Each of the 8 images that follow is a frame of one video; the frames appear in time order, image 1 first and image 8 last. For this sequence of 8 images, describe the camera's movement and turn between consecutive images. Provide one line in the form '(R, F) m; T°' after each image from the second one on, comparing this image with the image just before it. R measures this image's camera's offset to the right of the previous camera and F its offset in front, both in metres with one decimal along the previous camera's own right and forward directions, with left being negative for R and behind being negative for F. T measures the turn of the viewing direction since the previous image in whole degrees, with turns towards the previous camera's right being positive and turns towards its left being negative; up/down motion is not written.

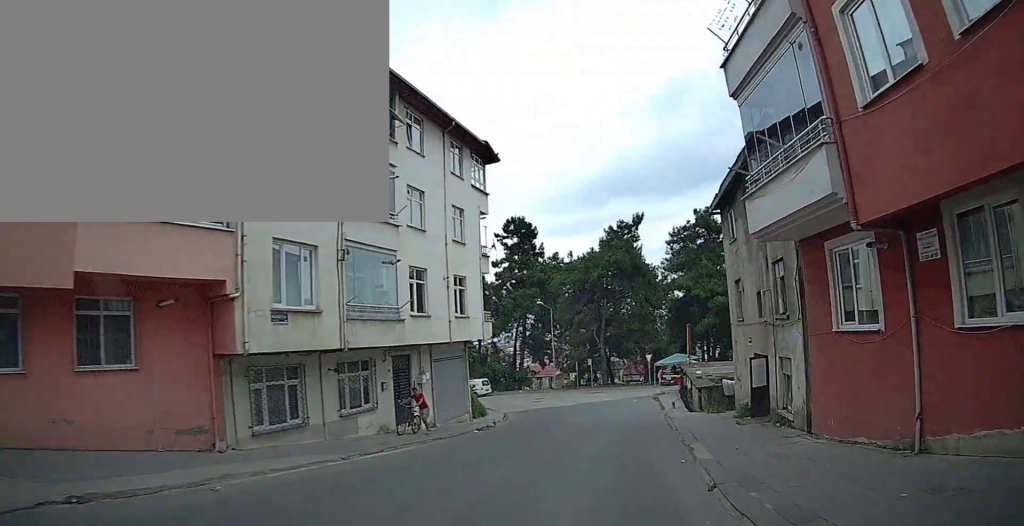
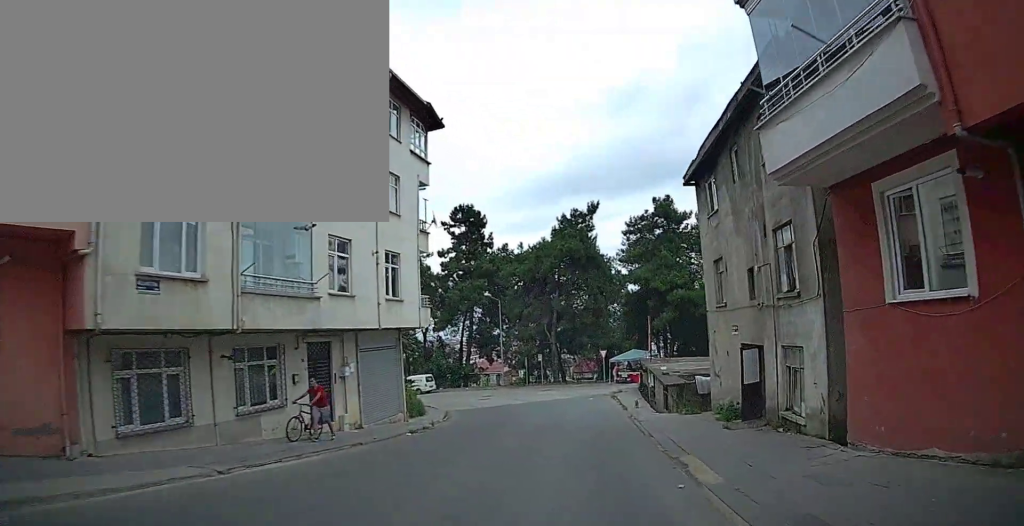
(+0.1, +3.1) m; +4°
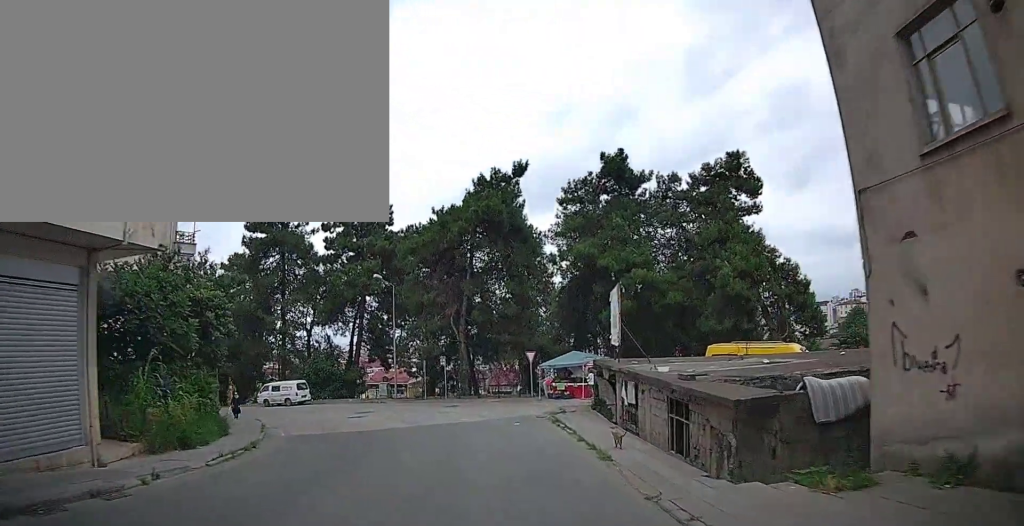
(+1.1, +13.5) m; +6°
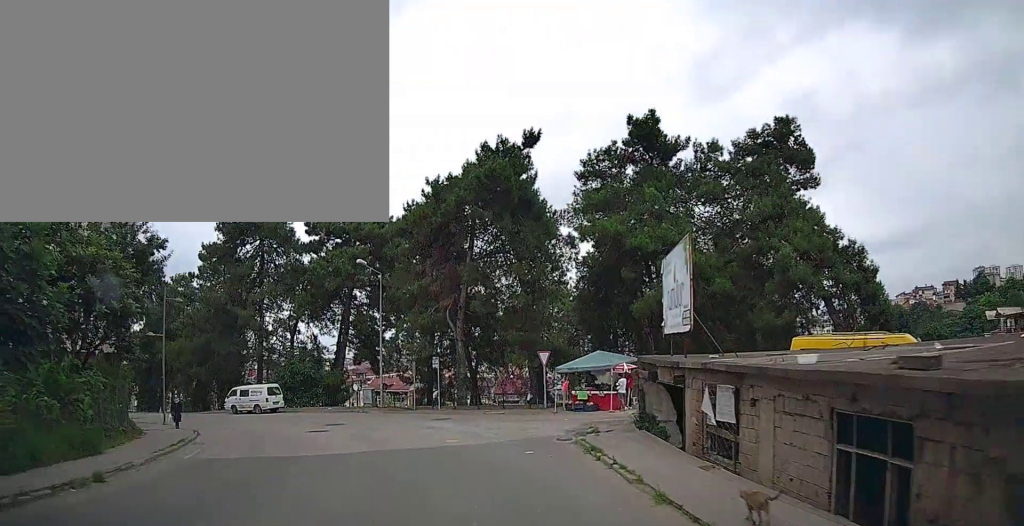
(0.0, +7.2) m; -2°
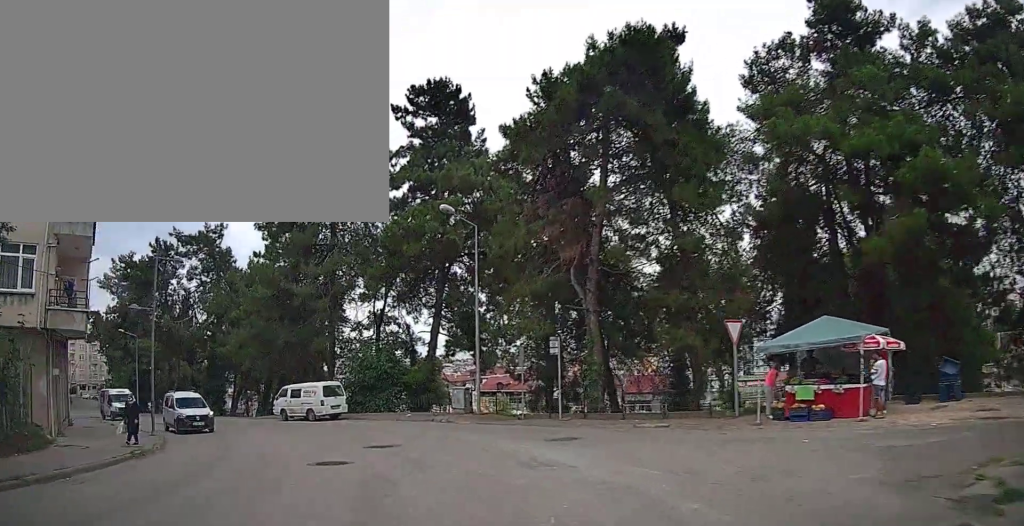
(-0.7, +11.8) m; -11°
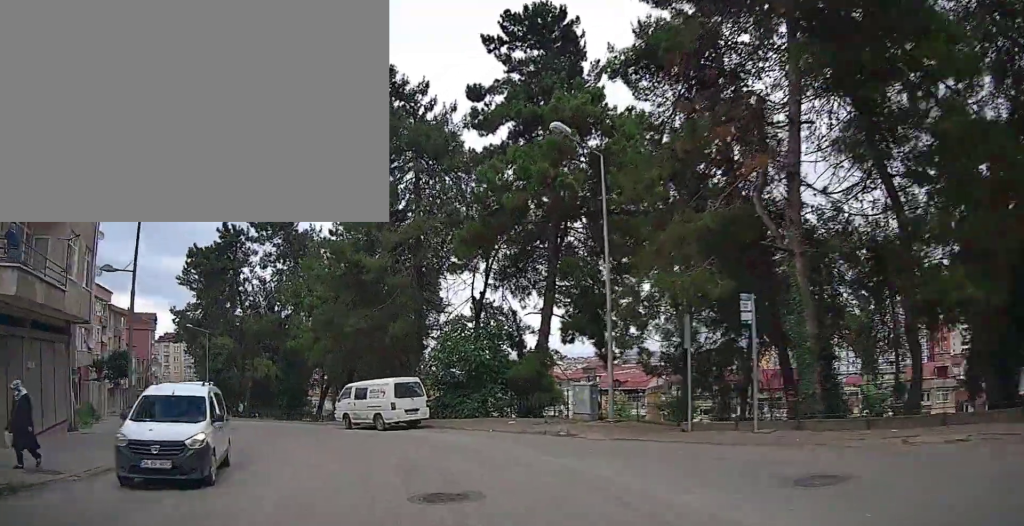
(-0.7, +8.1) m; -11°
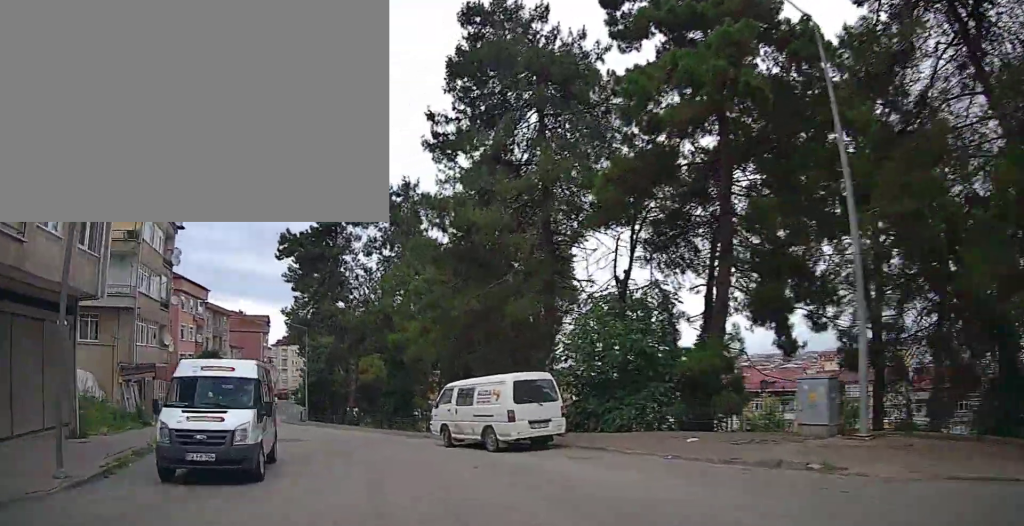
(-0.8, +7.2) m; -14°
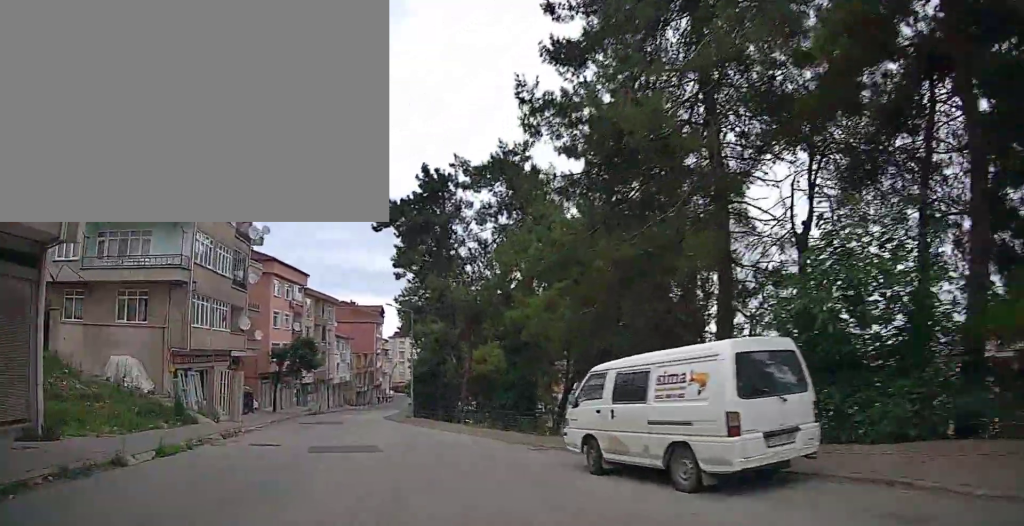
(-1.0, +6.7) m; -14°
